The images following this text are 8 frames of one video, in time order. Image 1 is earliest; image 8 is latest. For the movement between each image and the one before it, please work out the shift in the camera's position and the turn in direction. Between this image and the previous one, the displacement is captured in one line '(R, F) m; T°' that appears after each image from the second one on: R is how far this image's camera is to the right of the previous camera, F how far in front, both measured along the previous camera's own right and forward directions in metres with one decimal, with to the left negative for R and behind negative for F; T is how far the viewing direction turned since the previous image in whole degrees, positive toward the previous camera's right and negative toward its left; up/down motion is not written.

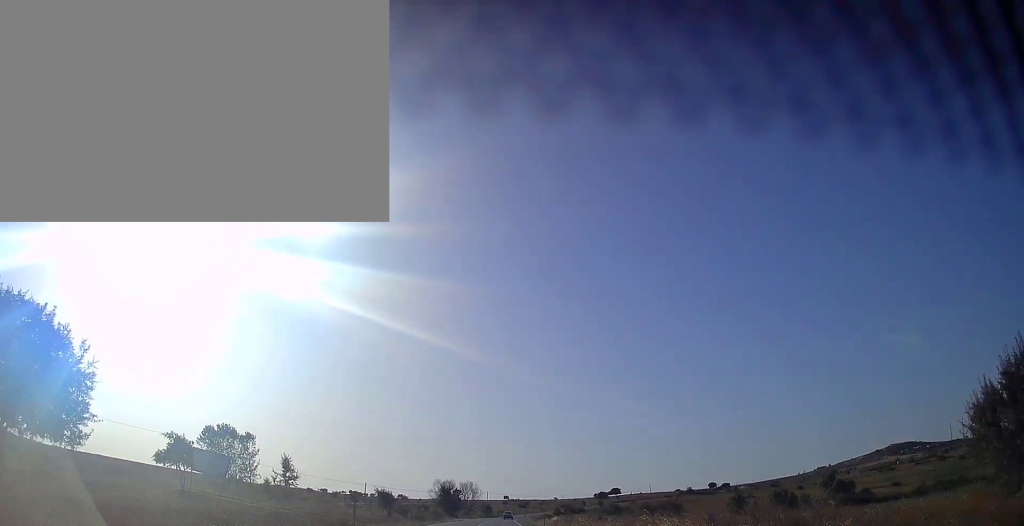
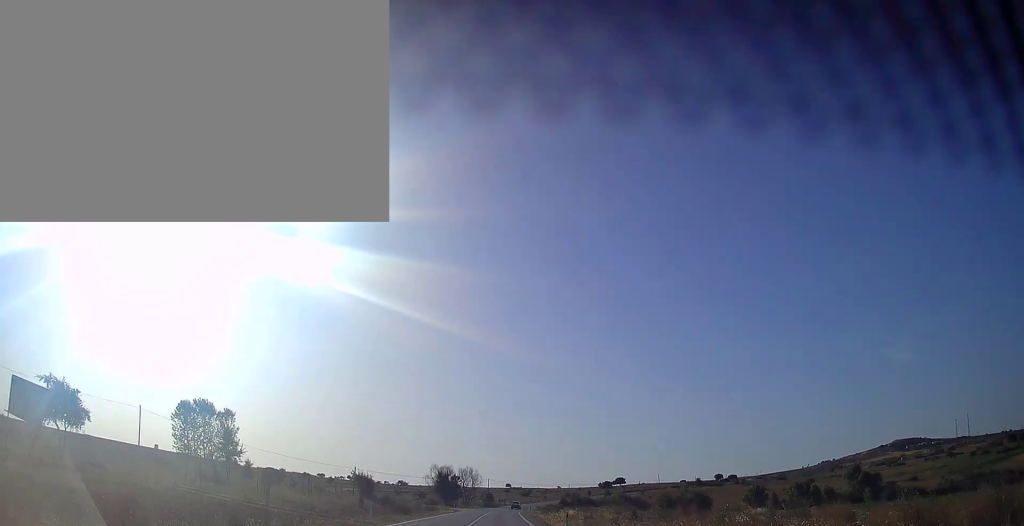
(0.0, +13.0) m; 0°
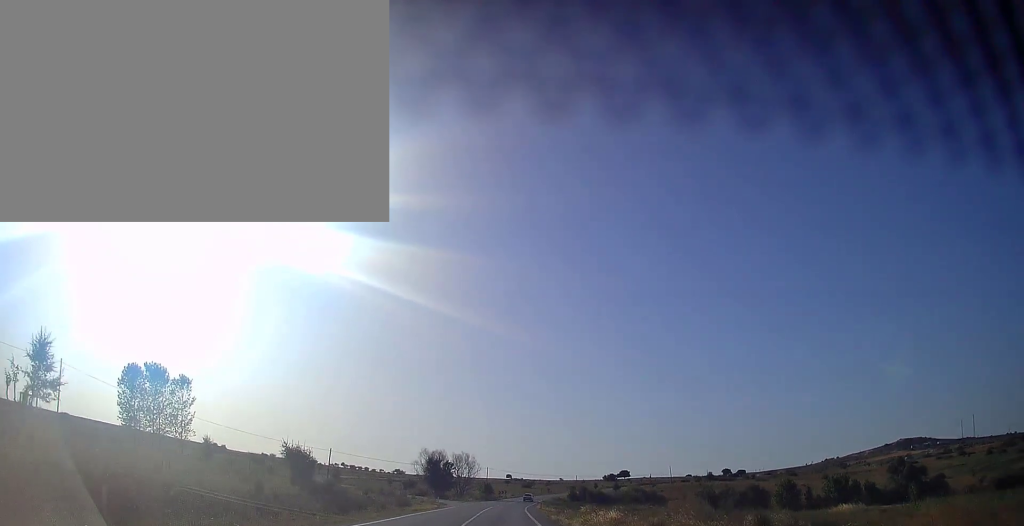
(+0.1, +18.5) m; 0°
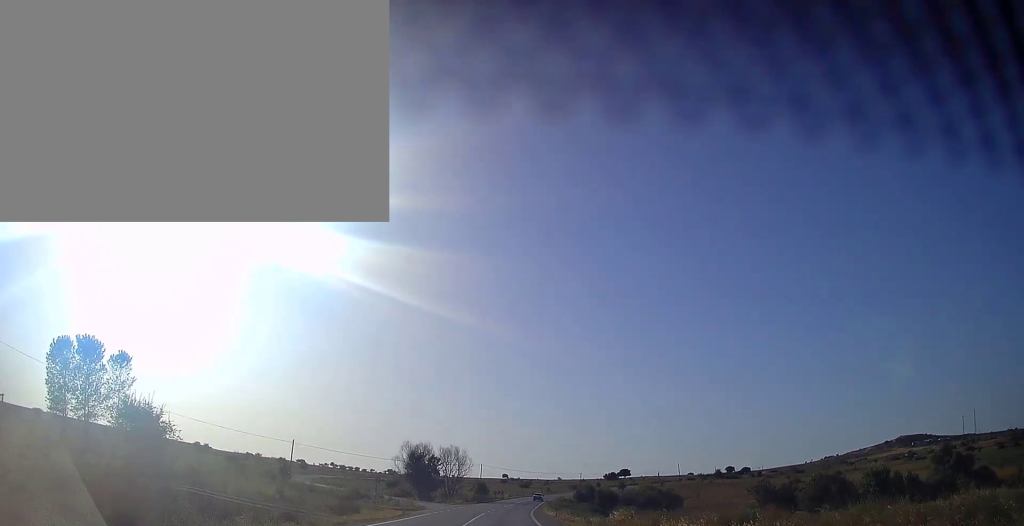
(-0.1, +17.9) m; 0°
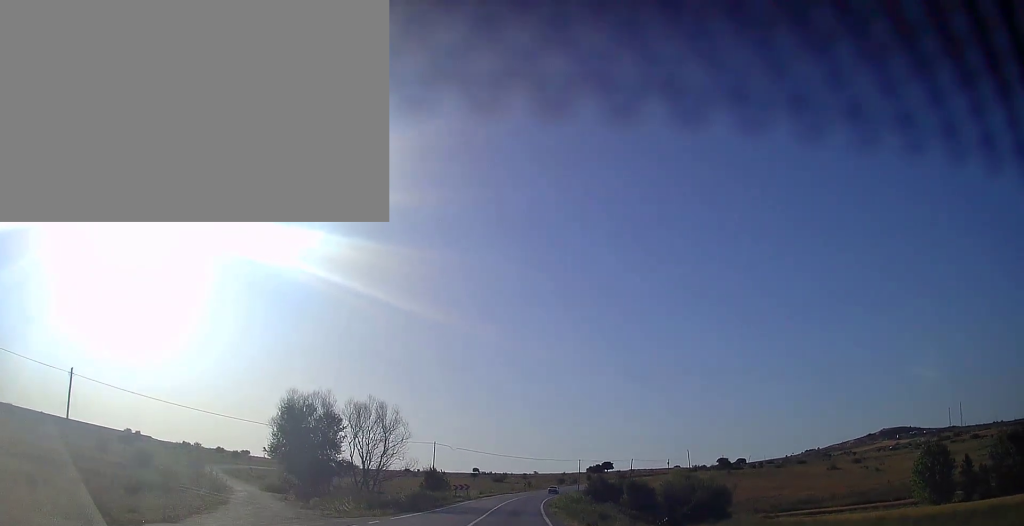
(+1.0, +47.0) m; +3°
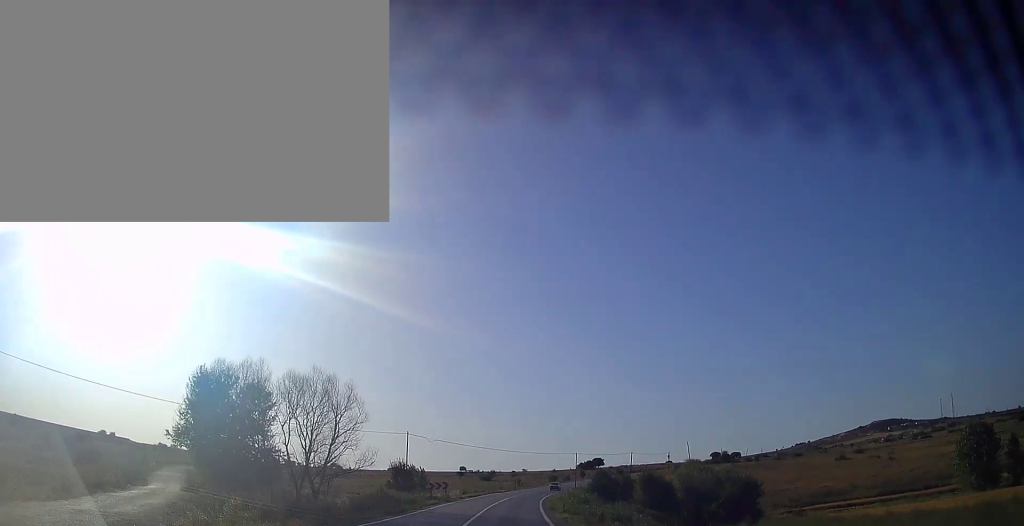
(+0.2, +12.2) m; +1°
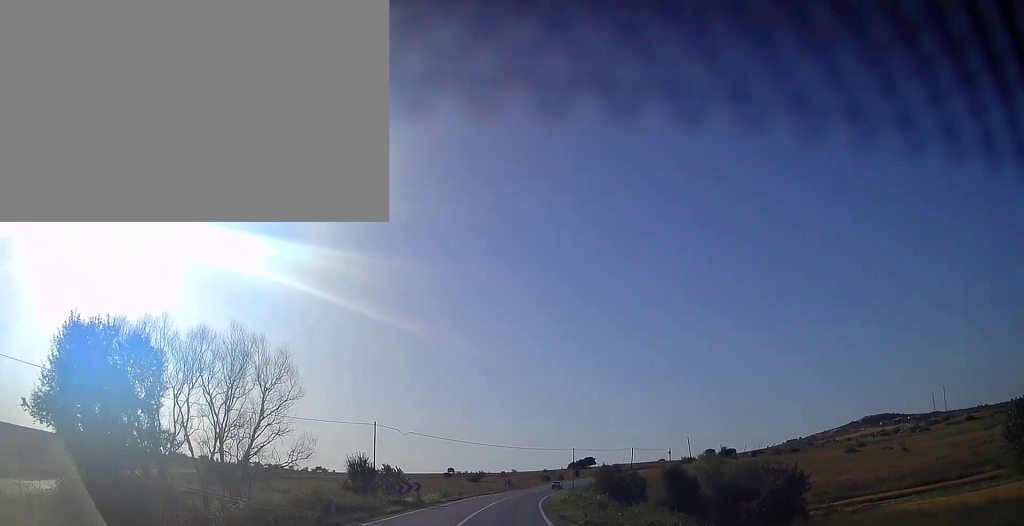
(+0.1, +12.2) m; +1°
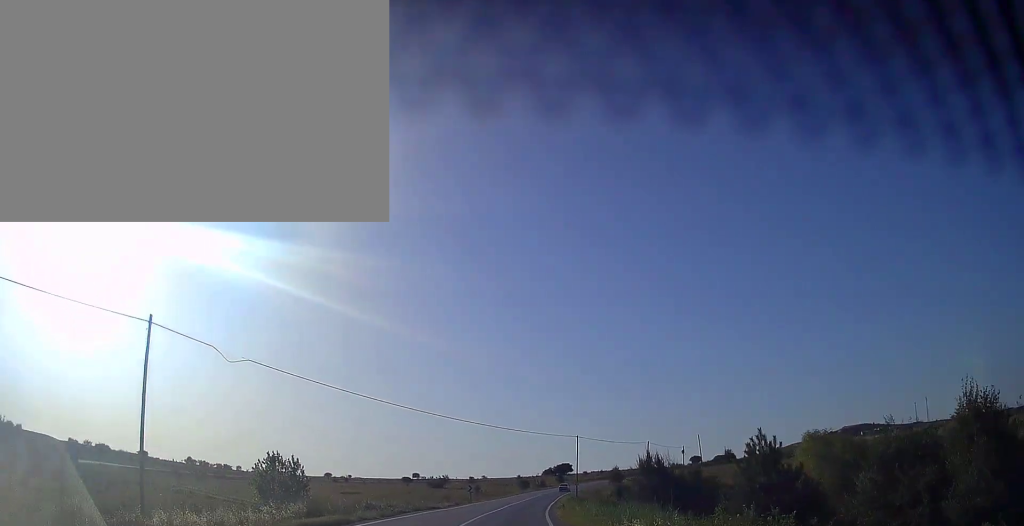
(+0.7, +33.2) m; +3°
